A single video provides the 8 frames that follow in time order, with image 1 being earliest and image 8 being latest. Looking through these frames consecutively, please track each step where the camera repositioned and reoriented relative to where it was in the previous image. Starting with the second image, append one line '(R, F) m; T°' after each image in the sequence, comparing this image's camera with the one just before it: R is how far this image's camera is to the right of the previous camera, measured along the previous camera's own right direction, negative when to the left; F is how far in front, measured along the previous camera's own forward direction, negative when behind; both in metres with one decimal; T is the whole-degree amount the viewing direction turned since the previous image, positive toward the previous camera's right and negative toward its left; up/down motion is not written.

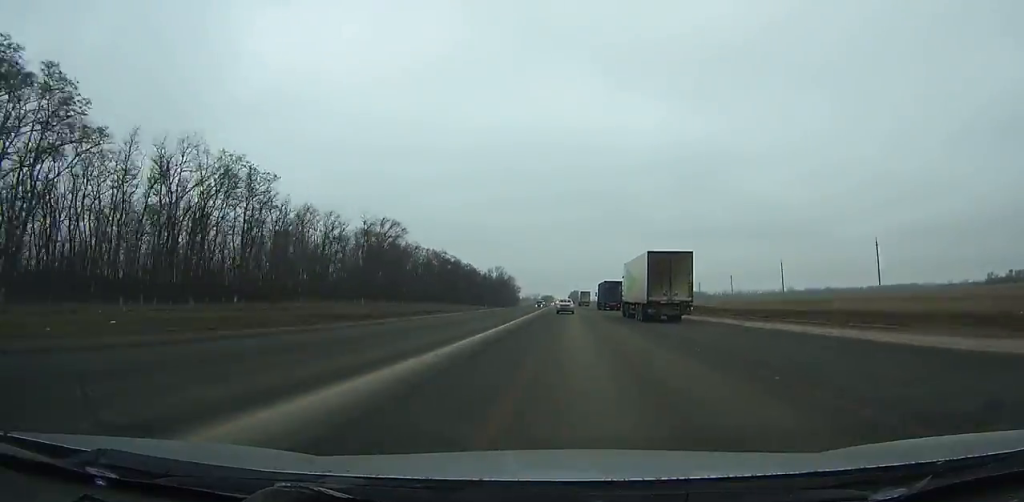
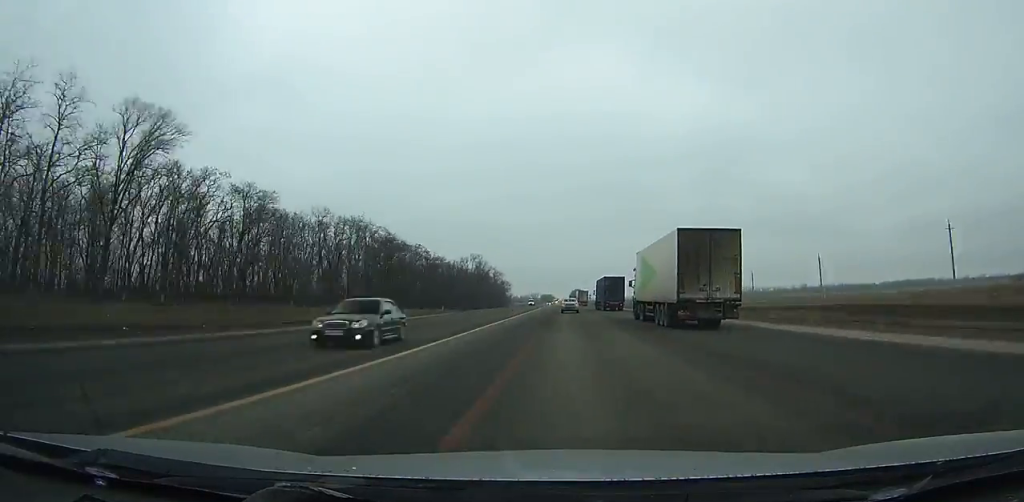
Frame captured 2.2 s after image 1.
(-0.3, +65.0) m; 0°
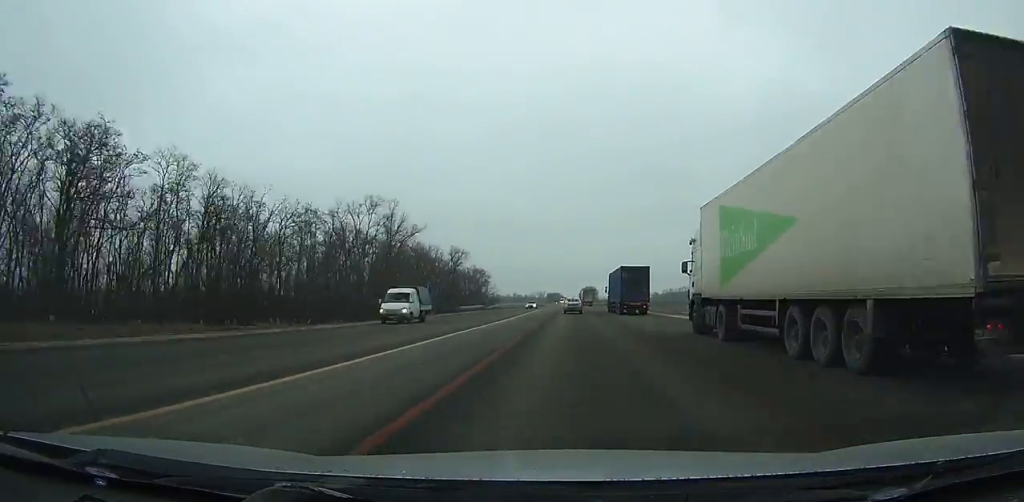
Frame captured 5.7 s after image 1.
(-0.5, +104.0) m; 0°
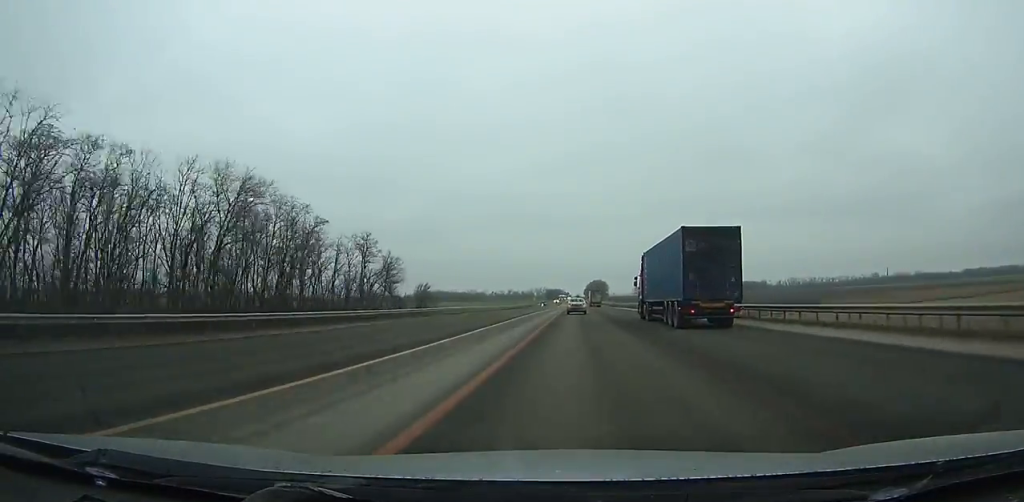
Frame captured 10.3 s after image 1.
(-0.1, +135.9) m; 0°
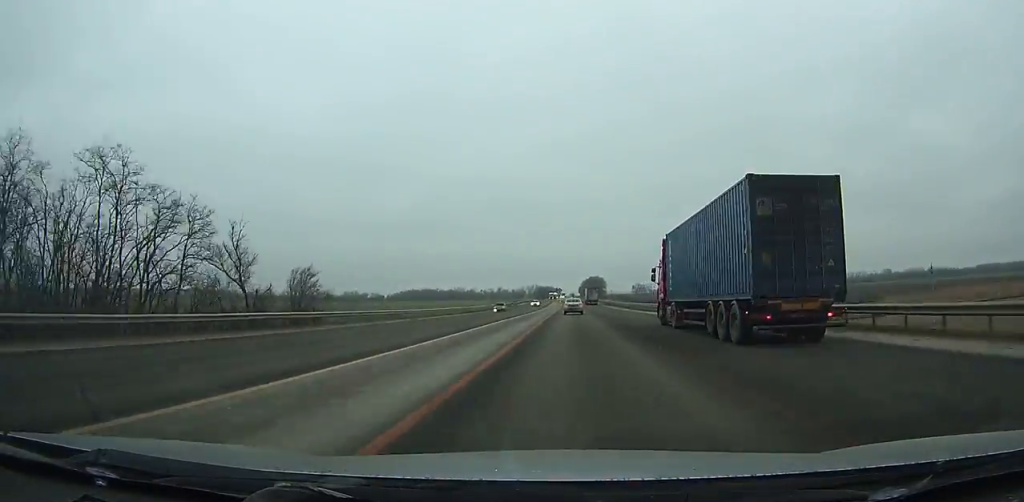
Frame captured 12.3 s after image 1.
(+0.3, +58.3) m; 0°
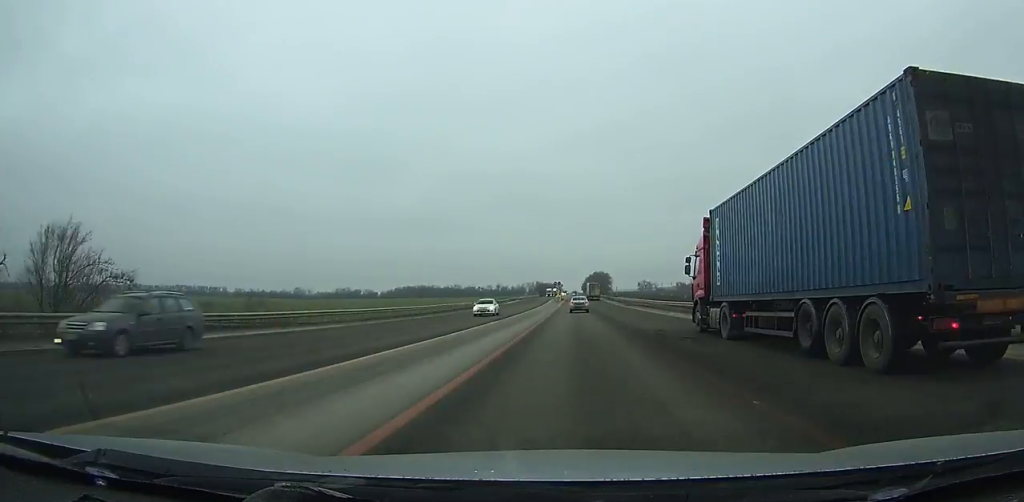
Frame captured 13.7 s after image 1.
(0.0, +40.6) m; 0°
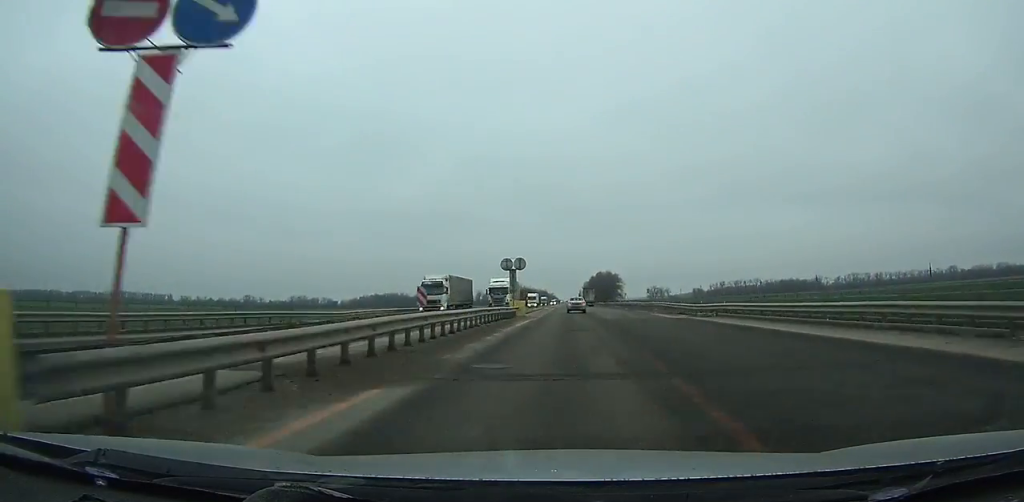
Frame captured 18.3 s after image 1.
(-0.3, +132.5) m; 0°
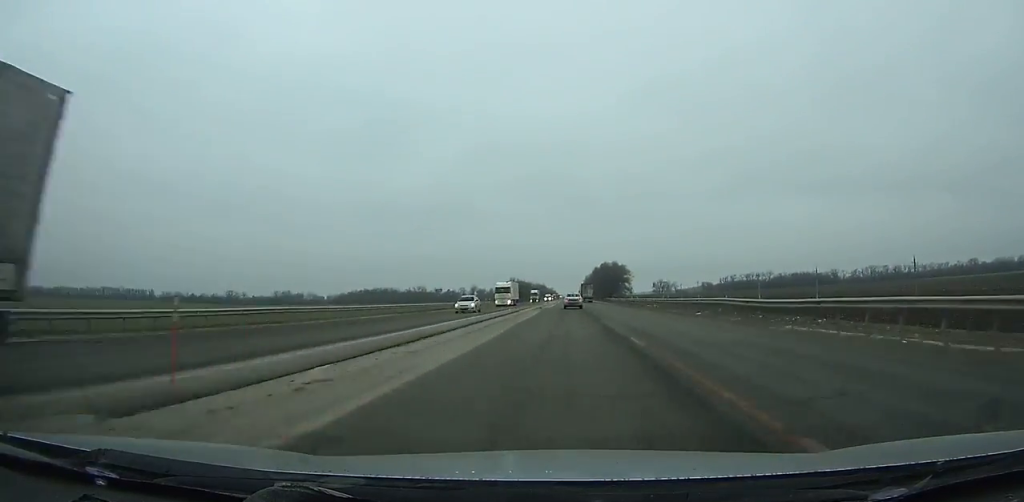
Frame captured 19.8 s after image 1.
(0.0, +43.2) m; 0°
